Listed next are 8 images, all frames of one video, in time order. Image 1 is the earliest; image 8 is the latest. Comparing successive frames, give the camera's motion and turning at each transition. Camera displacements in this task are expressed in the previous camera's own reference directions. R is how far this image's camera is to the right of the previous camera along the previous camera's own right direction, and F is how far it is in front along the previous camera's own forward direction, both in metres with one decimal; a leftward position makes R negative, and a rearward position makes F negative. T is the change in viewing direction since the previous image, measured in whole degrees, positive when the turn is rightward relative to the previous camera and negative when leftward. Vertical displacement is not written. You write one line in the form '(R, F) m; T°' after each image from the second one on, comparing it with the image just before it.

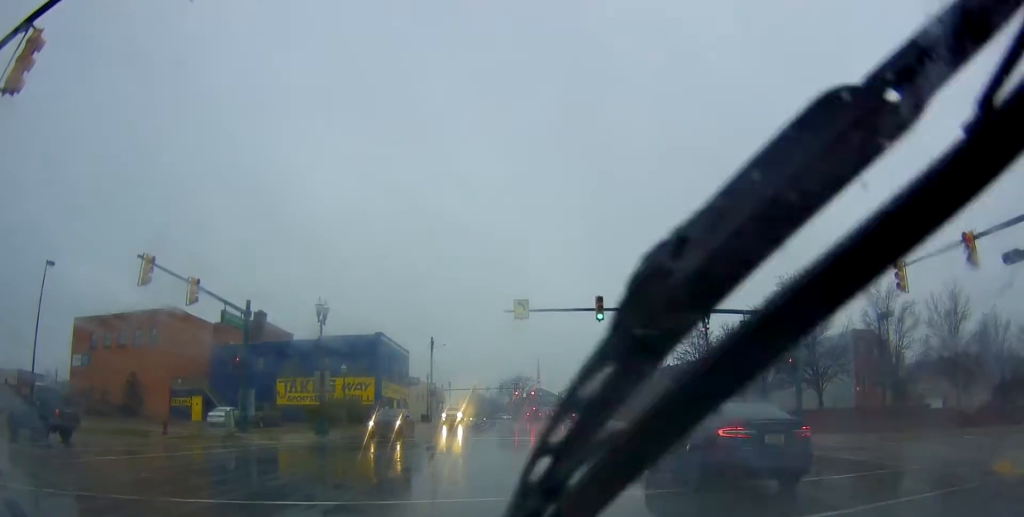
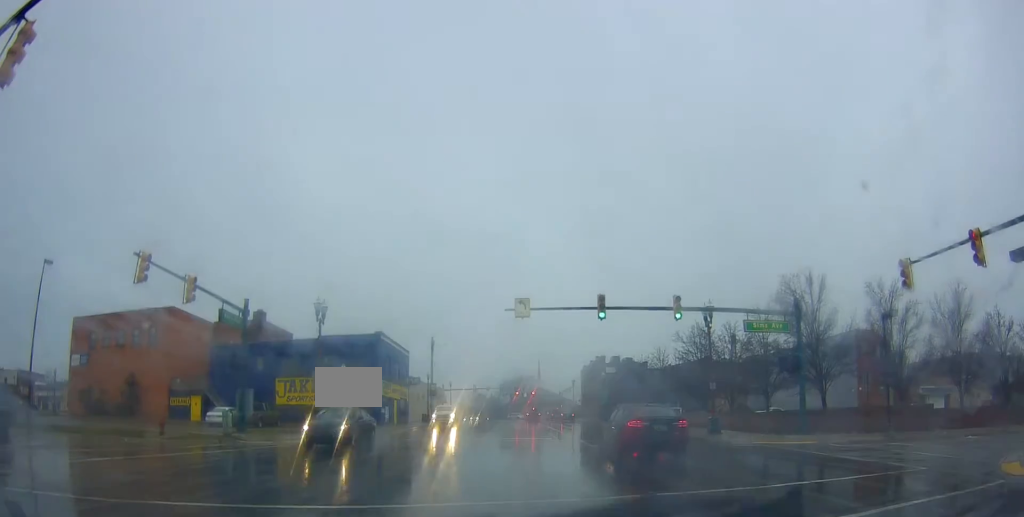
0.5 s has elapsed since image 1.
(-0.1, +0.7) m; 0°
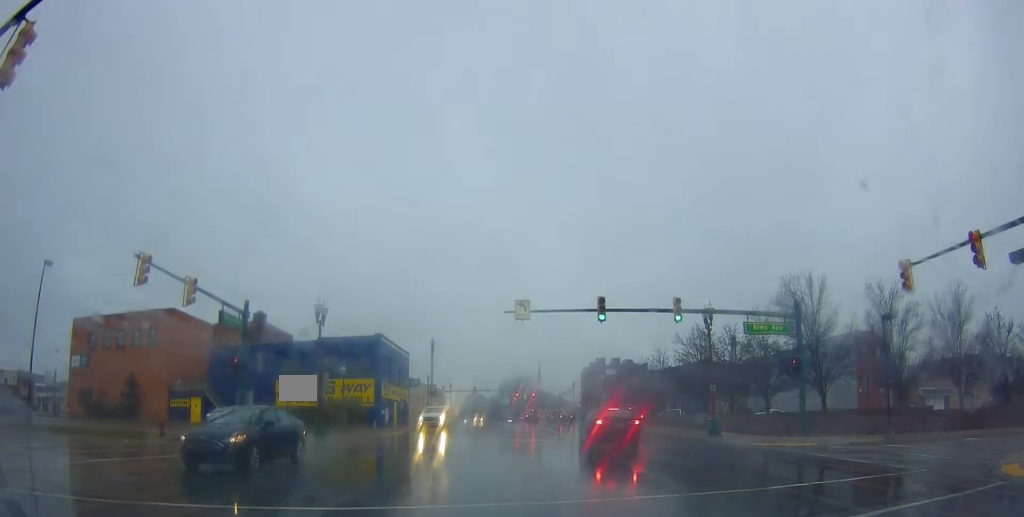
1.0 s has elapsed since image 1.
(0.0, +0.3) m; 0°
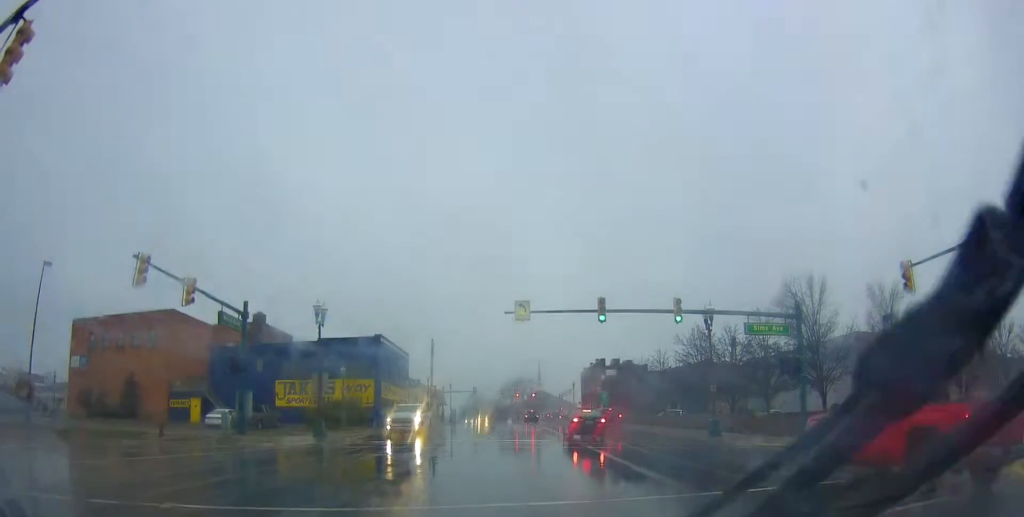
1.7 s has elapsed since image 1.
(-0.1, +0.4) m; 0°
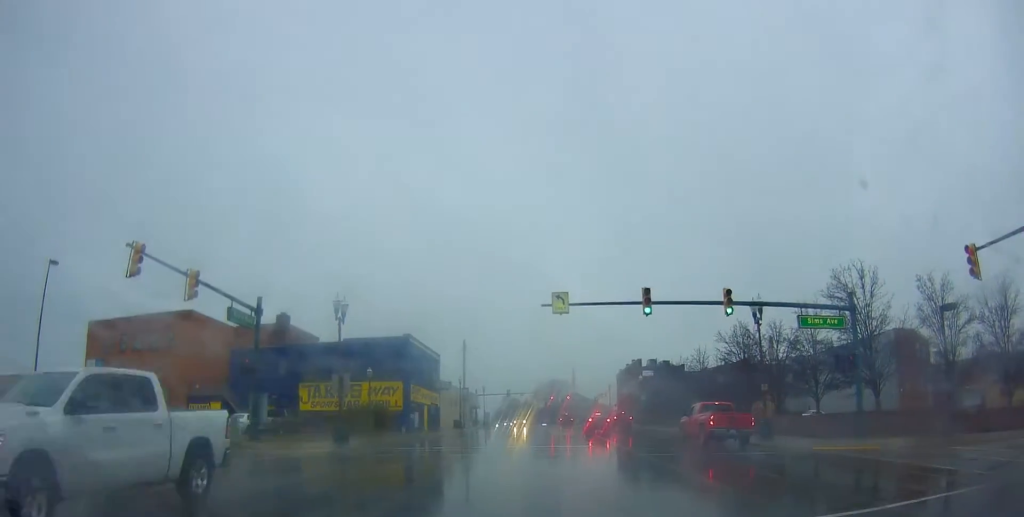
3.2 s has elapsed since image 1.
(-0.3, +1.7) m; -9°
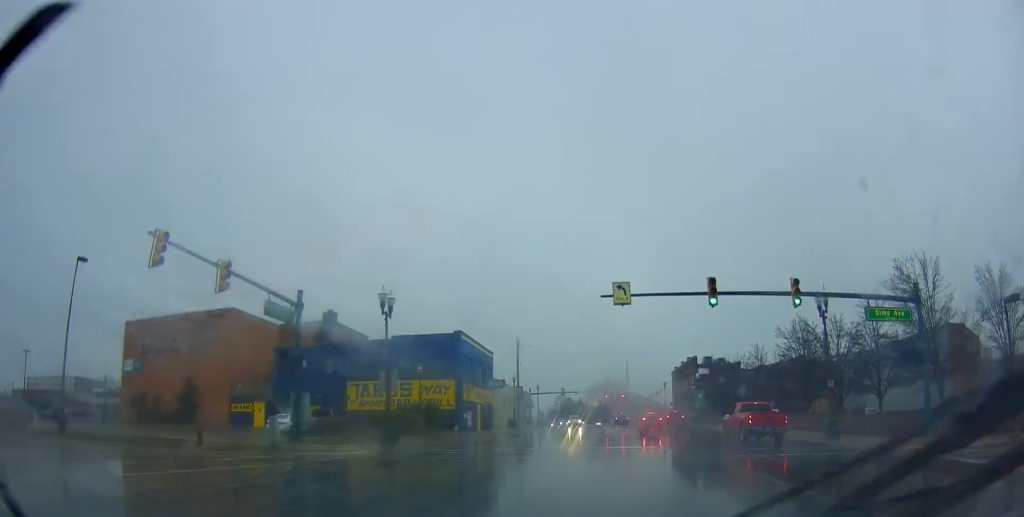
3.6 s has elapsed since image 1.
(0.0, +1.4) m; -6°
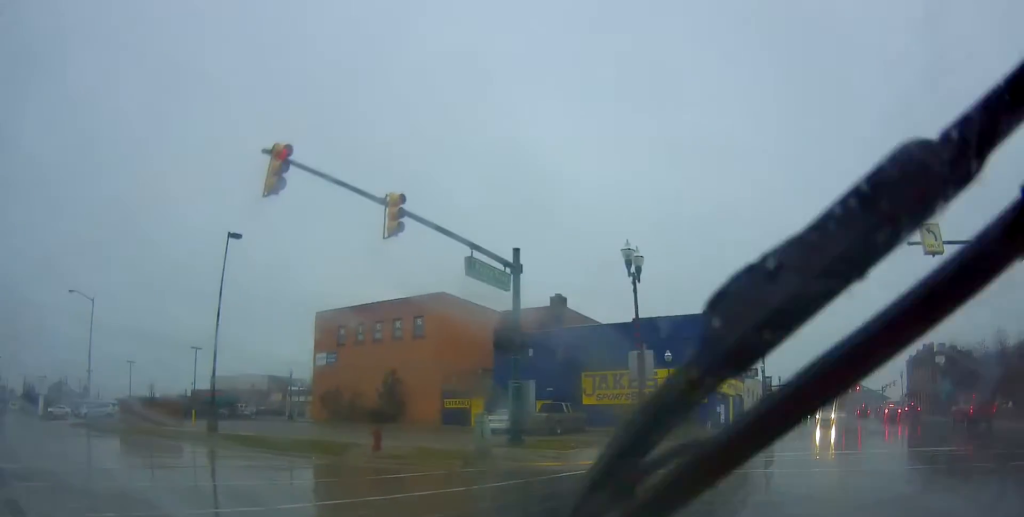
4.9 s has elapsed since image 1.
(-0.9, +5.5) m; -21°
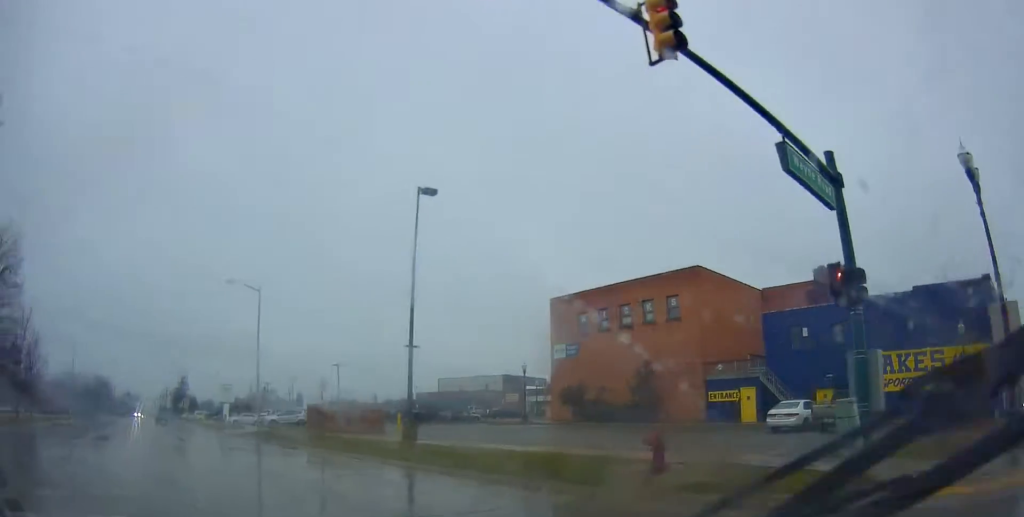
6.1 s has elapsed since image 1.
(-1.1, +6.8) m; -20°
